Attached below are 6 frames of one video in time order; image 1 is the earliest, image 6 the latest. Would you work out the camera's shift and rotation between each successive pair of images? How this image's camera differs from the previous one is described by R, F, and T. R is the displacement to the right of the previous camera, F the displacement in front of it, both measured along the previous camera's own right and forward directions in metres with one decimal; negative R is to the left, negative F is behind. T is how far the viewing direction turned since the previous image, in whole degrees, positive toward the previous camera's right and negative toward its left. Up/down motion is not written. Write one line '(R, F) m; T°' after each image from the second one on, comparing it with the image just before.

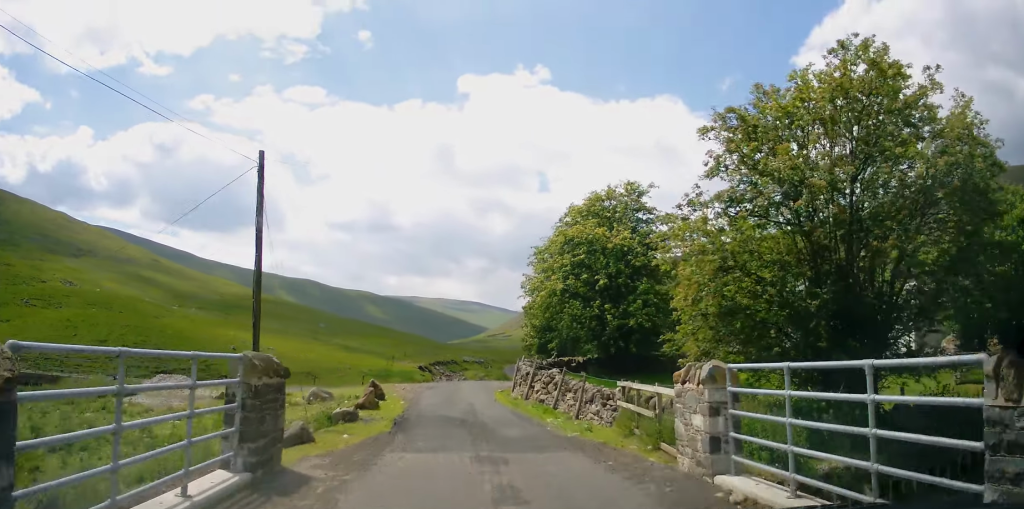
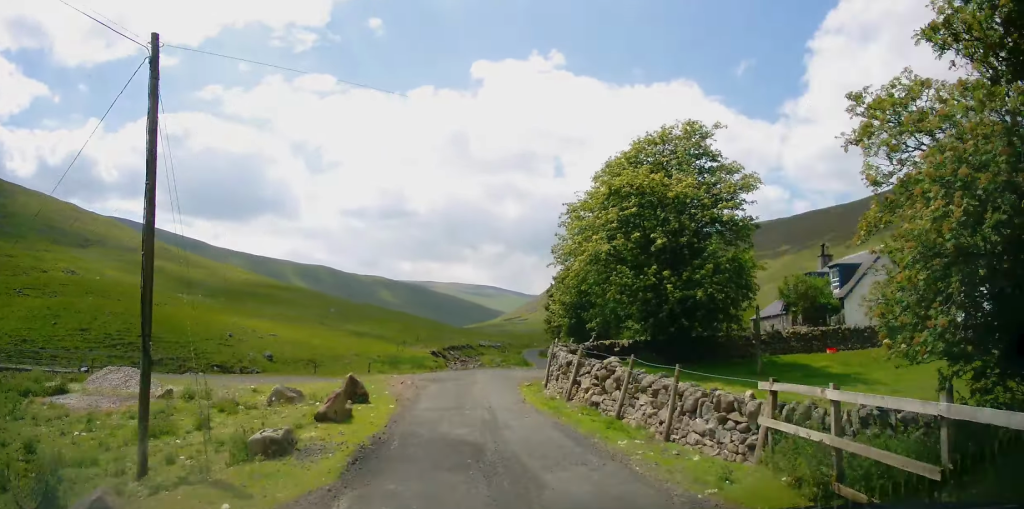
(0.0, +5.6) m; -1°
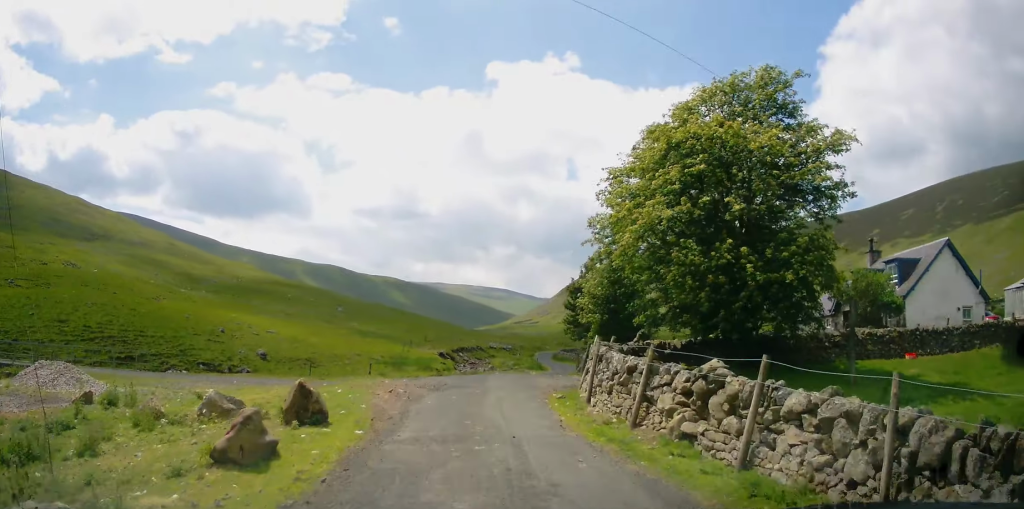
(-0.1, +4.7) m; 0°
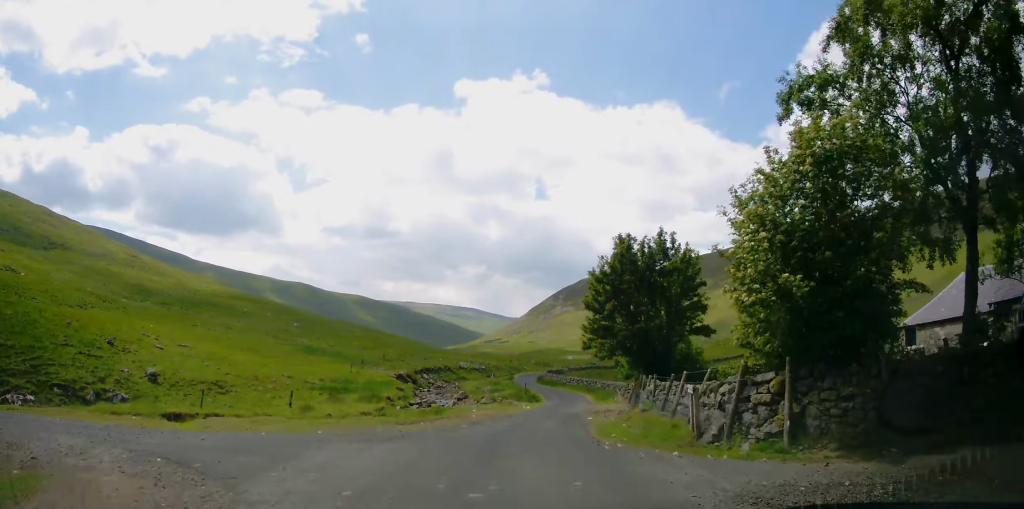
(-0.6, +16.8) m; -2°
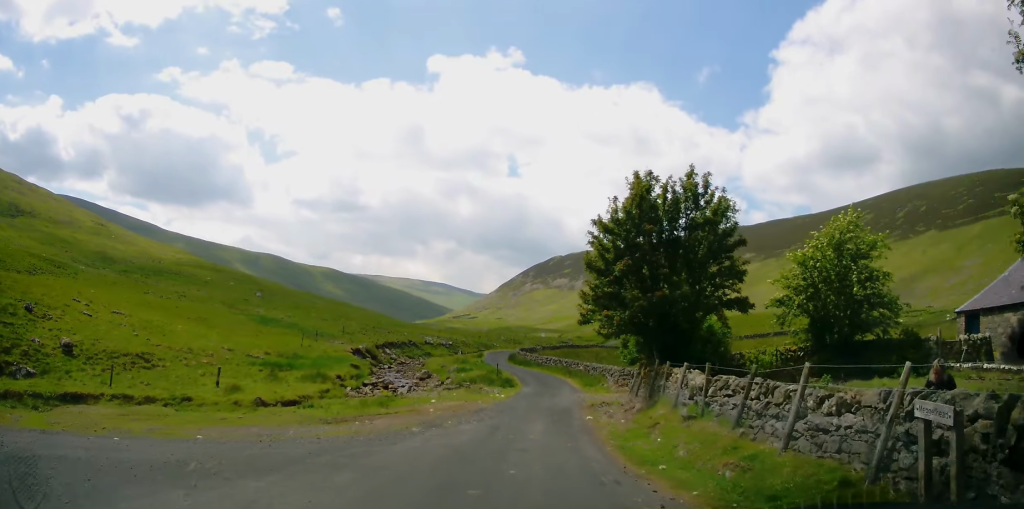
(+0.1, +6.9) m; +3°
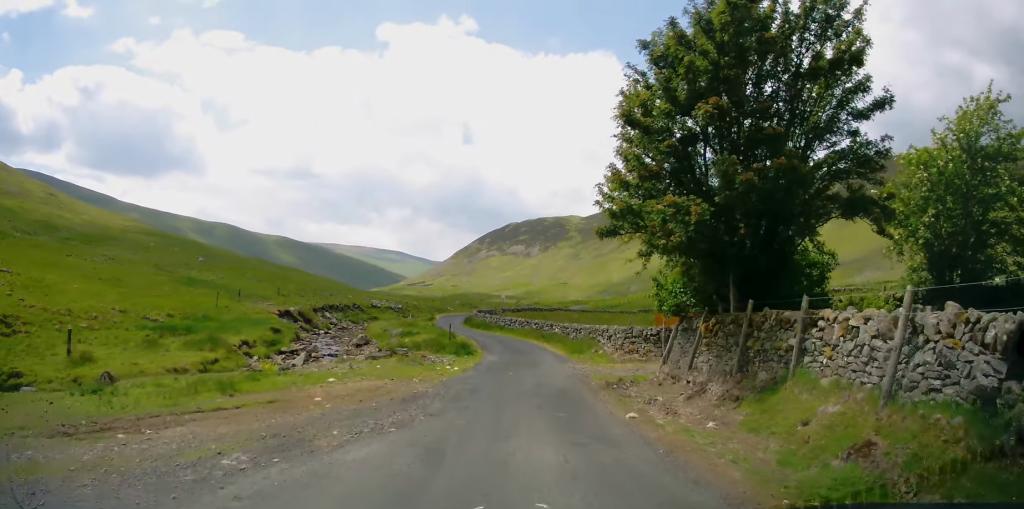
(+0.4, +9.3) m; +8°
